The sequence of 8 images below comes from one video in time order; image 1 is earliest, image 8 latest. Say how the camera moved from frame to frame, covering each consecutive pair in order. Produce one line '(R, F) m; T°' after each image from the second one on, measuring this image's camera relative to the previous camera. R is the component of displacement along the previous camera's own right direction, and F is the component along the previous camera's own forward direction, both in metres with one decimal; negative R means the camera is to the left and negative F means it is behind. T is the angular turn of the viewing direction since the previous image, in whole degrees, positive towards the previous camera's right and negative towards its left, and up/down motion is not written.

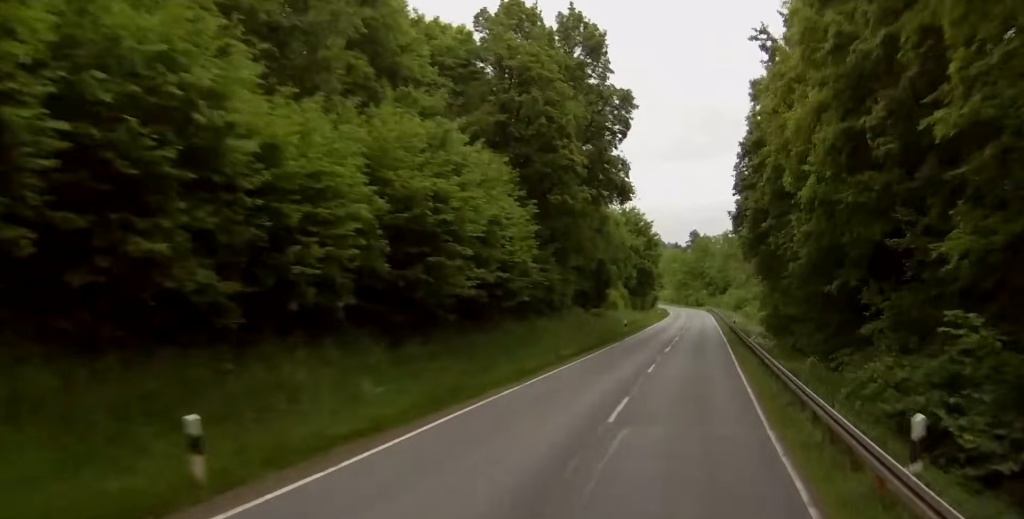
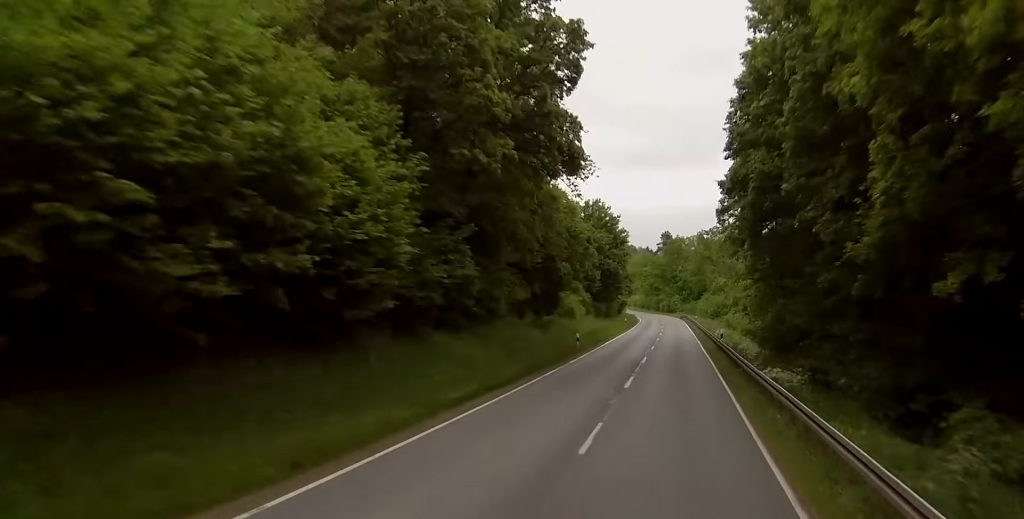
(0.0, +13.9) m; +3°
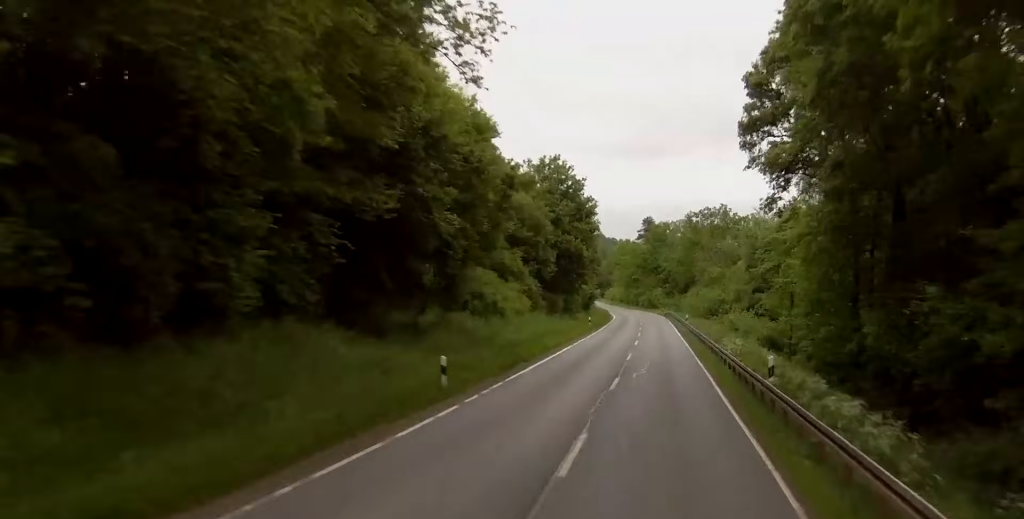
(+0.8, +25.0) m; +1°
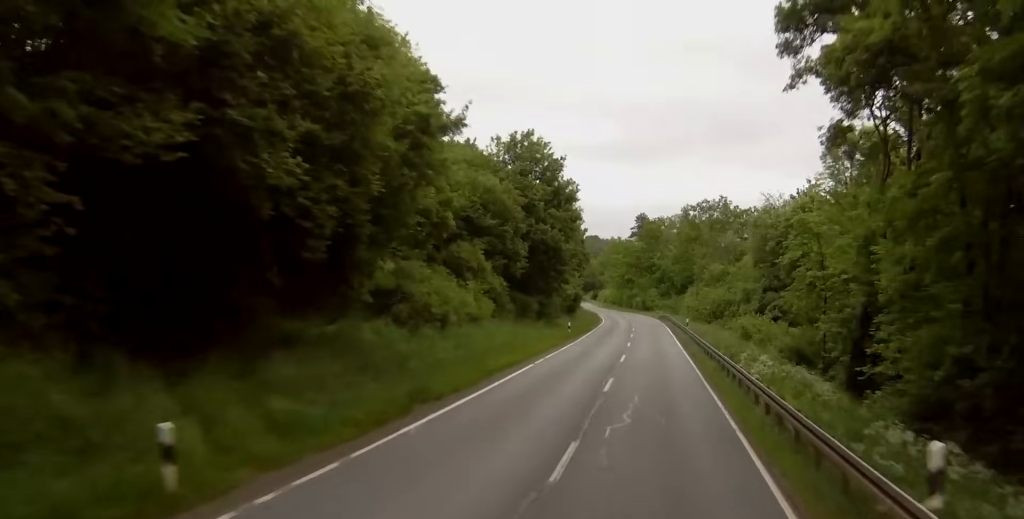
(-0.2, +11.5) m; -1°
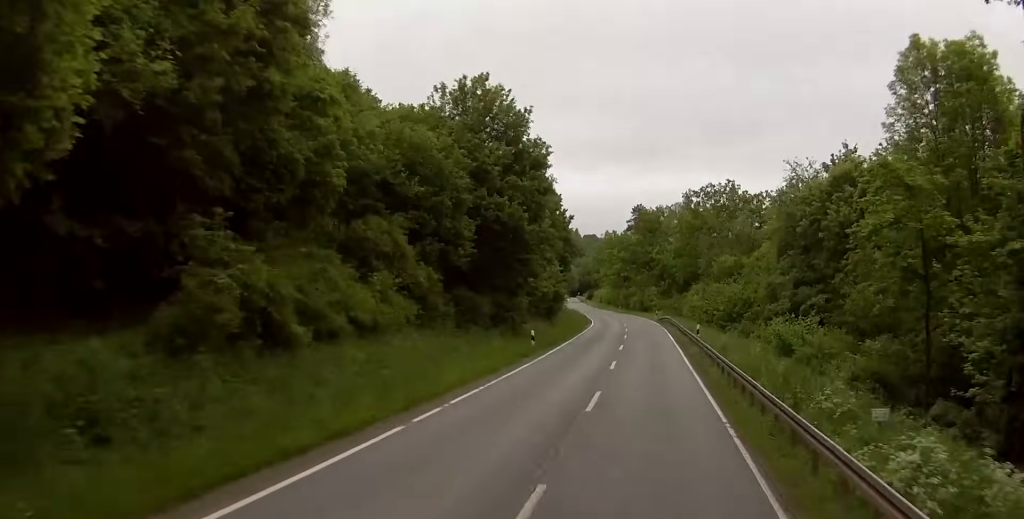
(+0.1, +15.1) m; 0°
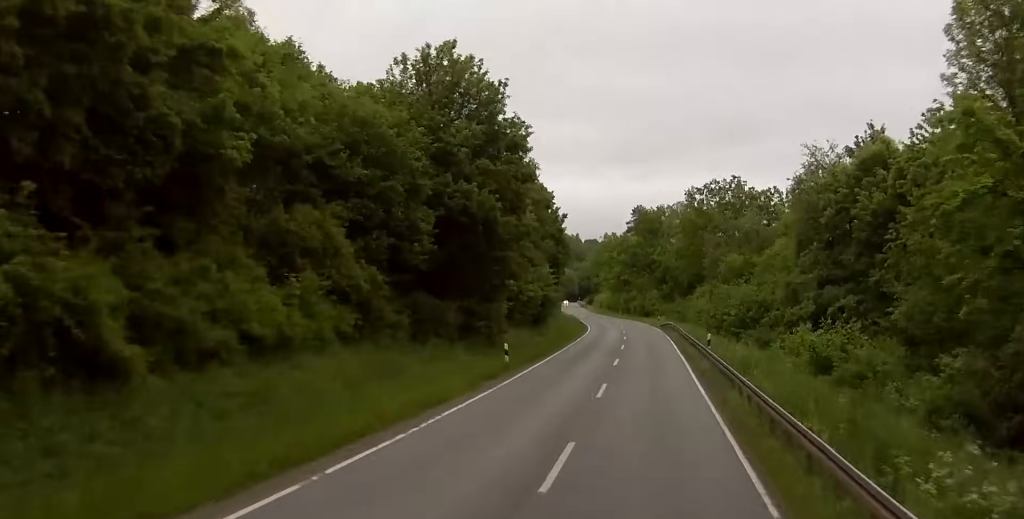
(0.0, +7.0) m; 0°
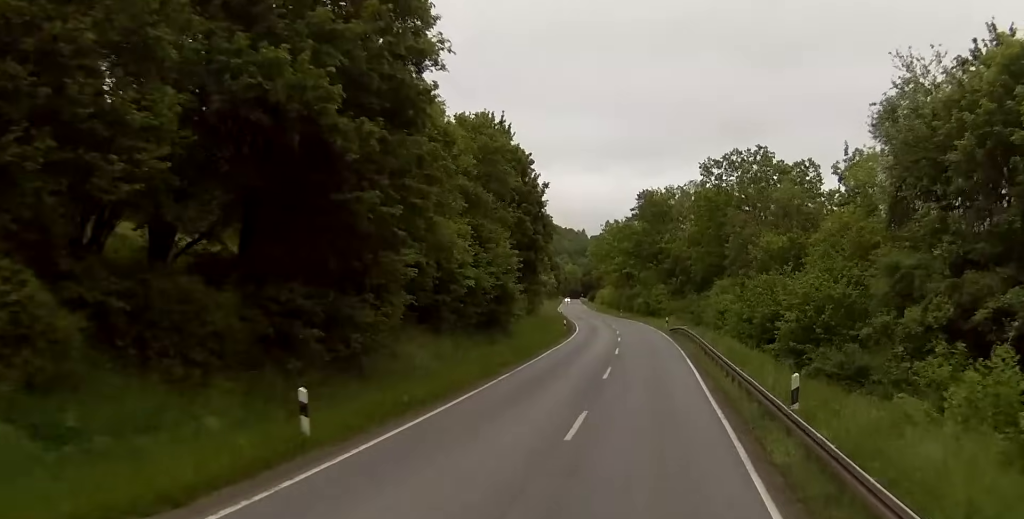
(-0.2, +18.4) m; -2°
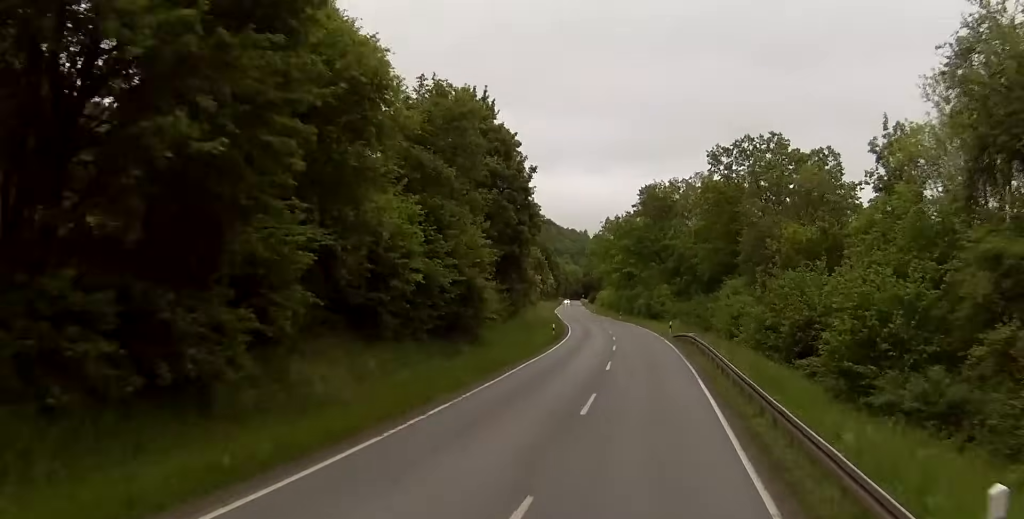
(-0.1, +8.0) m; +1°
